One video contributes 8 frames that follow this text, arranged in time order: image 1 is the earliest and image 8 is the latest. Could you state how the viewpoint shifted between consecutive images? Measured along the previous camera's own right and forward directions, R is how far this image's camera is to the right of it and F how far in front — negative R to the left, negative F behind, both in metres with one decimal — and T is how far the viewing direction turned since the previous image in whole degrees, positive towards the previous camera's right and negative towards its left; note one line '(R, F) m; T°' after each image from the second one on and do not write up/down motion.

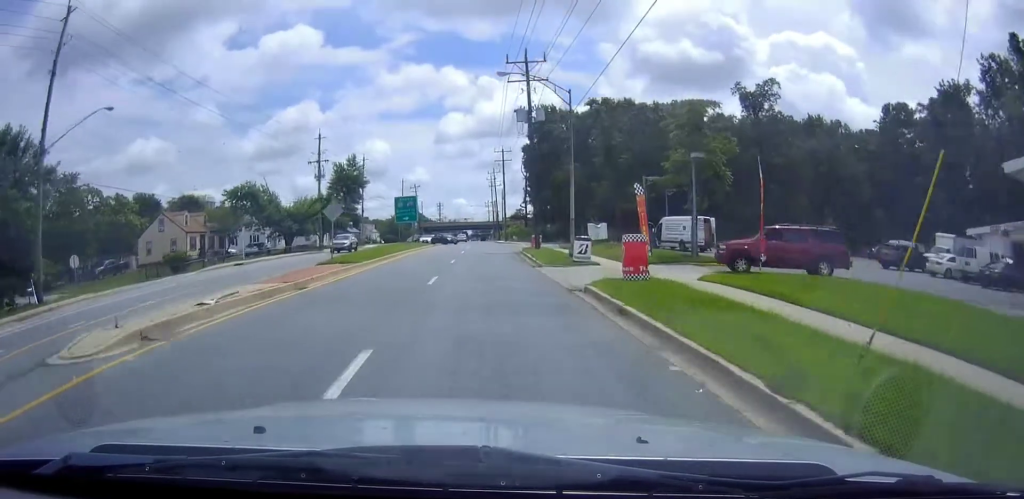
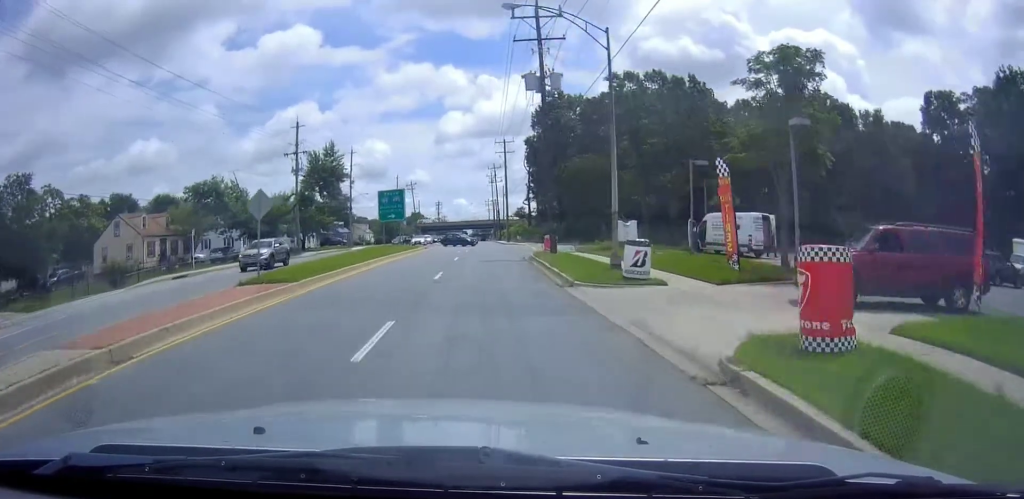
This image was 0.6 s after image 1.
(0.0, +9.6) m; +1°
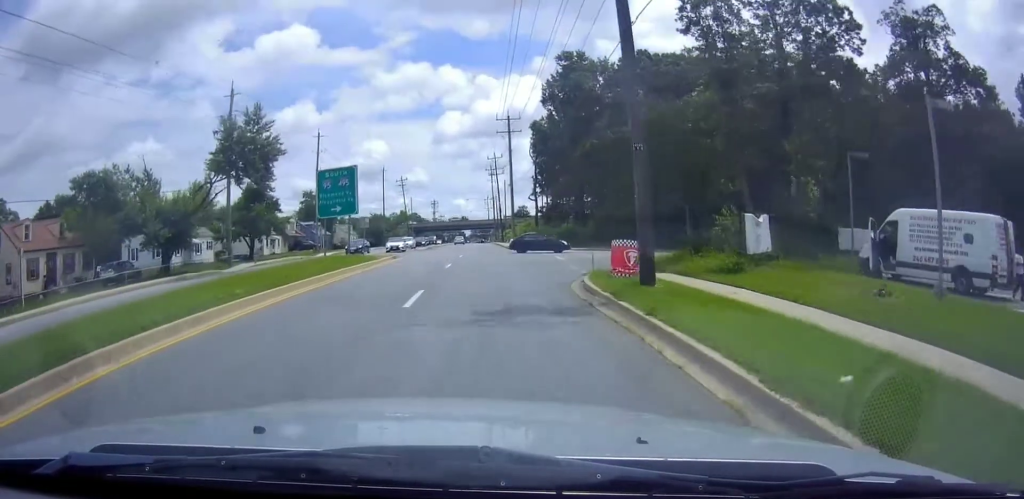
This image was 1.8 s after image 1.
(+0.4, +19.2) m; 0°
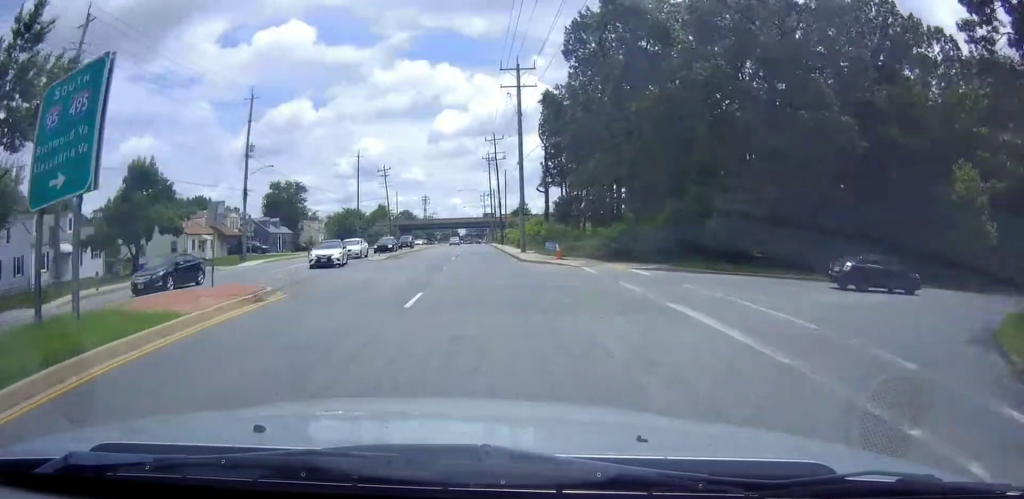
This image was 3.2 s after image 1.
(-0.7, +23.1) m; -2°
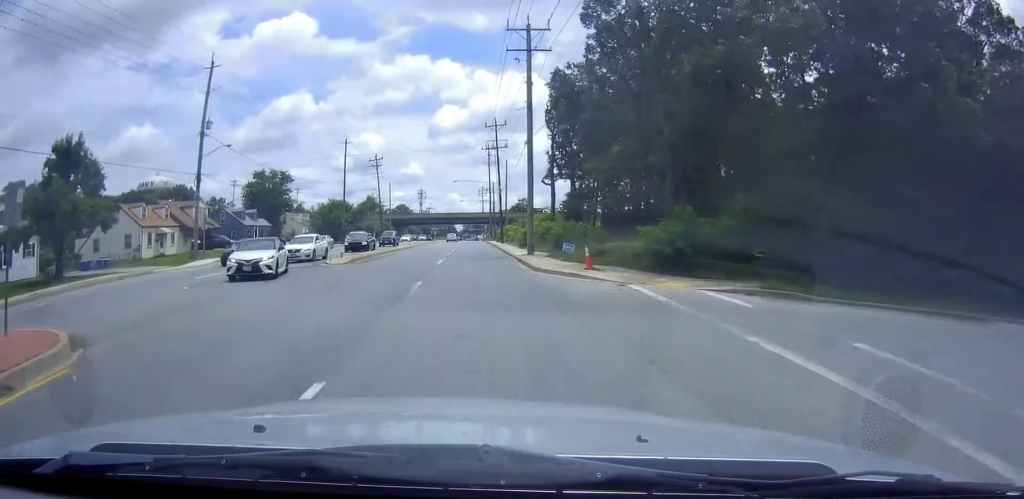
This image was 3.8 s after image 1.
(-0.1, +9.7) m; 0°
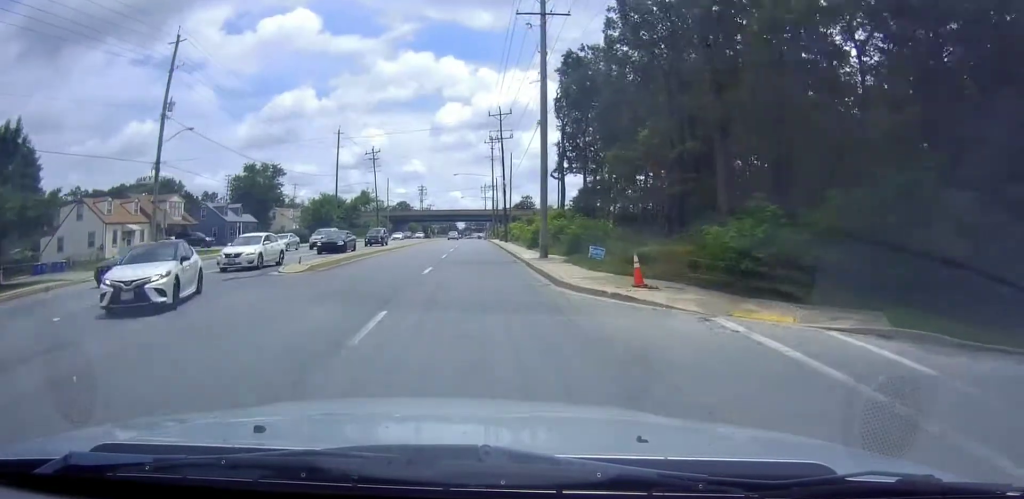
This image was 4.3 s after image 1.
(0.0, +7.2) m; +1°
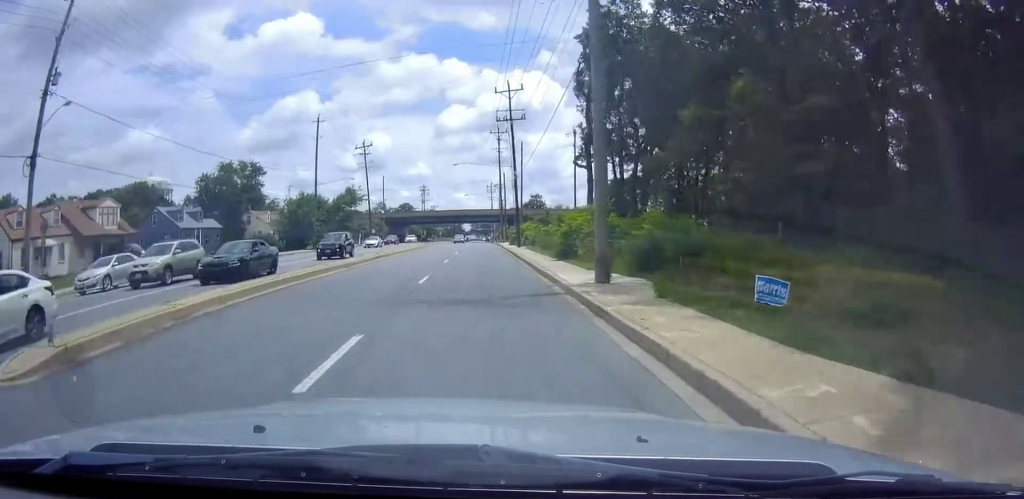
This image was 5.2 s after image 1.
(+0.1, +14.4) m; +1°
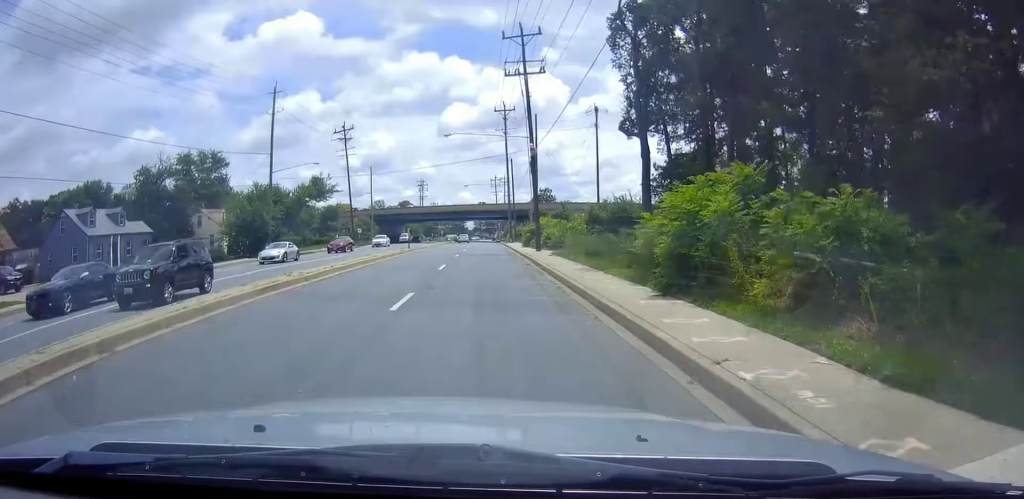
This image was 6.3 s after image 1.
(+0.2, +18.4) m; -1°
